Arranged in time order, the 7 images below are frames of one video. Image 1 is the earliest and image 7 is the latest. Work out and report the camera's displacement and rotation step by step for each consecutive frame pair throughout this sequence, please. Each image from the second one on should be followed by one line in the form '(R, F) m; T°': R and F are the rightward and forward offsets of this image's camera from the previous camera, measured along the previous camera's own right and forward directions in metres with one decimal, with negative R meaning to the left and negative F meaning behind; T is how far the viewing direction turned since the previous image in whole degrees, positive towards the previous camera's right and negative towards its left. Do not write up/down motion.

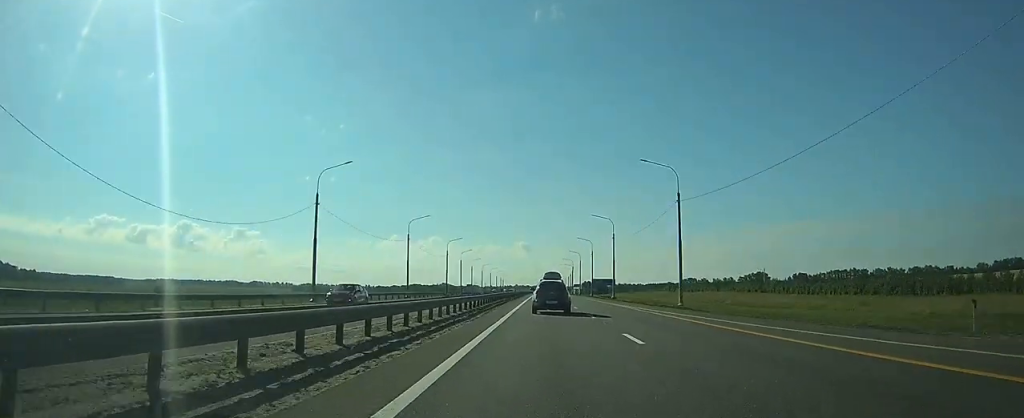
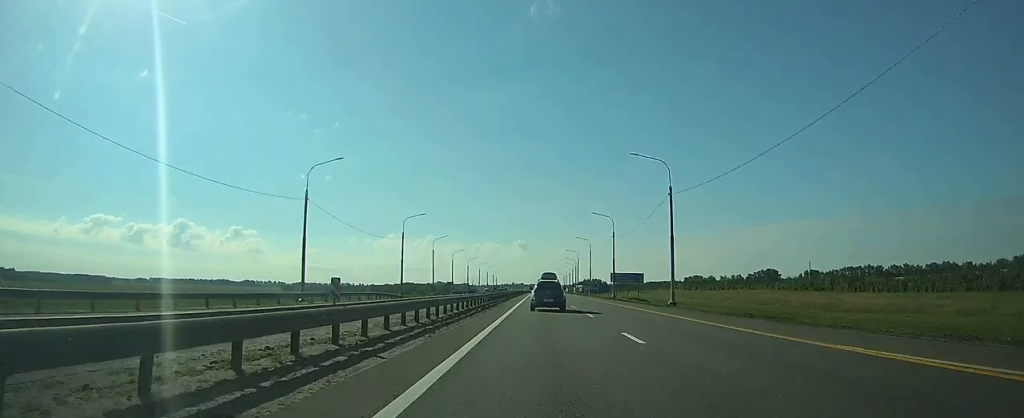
(0.0, +35.9) m; 0°
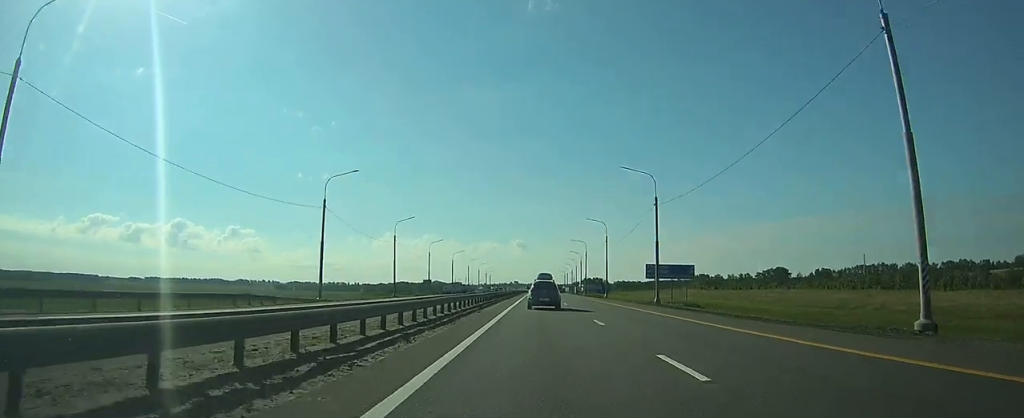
(0.0, +29.4) m; 0°
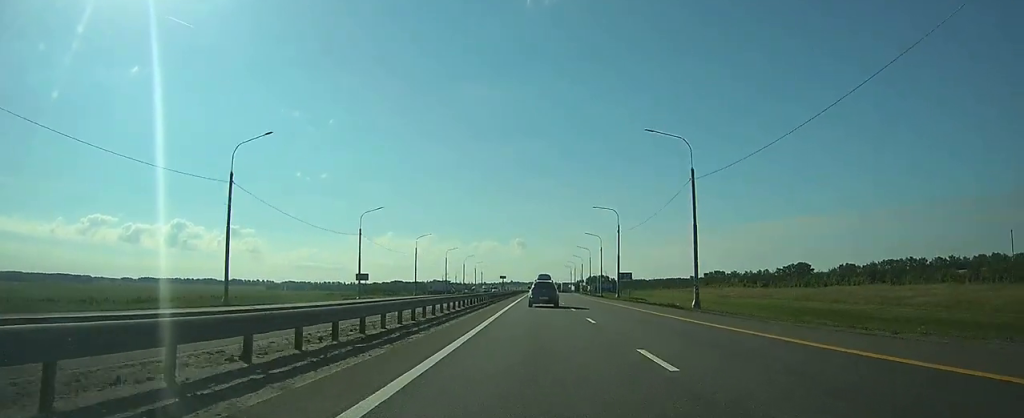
(+0.2, +47.0) m; 0°
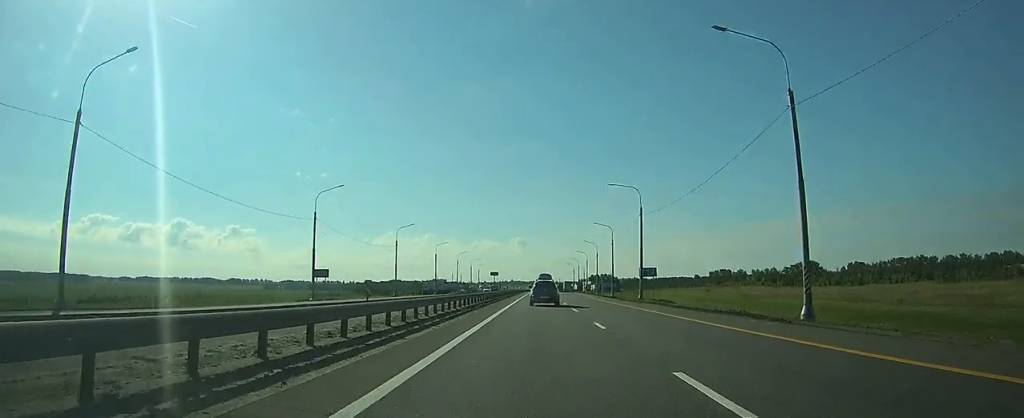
(0.0, +15.3) m; 0°
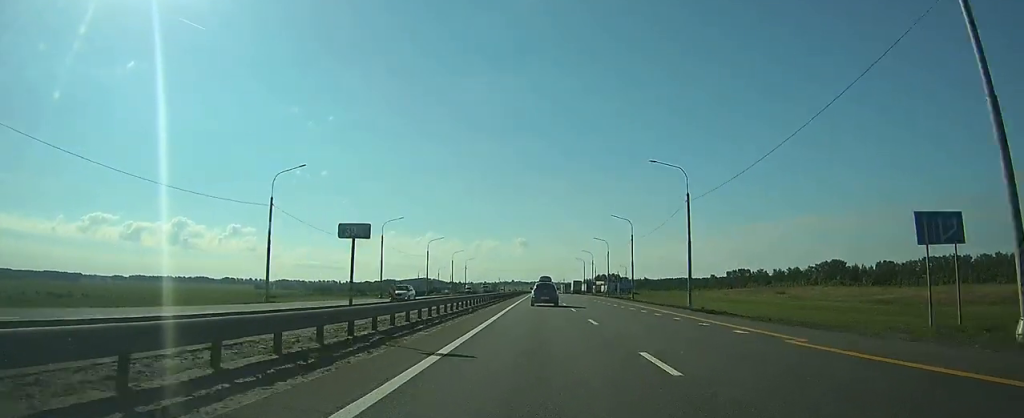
(-0.1, +45.0) m; 0°
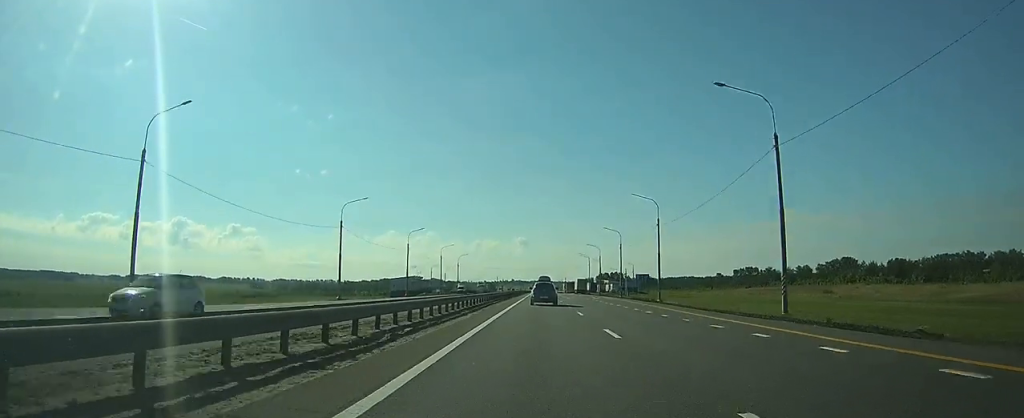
(0.0, +17.6) m; 0°
